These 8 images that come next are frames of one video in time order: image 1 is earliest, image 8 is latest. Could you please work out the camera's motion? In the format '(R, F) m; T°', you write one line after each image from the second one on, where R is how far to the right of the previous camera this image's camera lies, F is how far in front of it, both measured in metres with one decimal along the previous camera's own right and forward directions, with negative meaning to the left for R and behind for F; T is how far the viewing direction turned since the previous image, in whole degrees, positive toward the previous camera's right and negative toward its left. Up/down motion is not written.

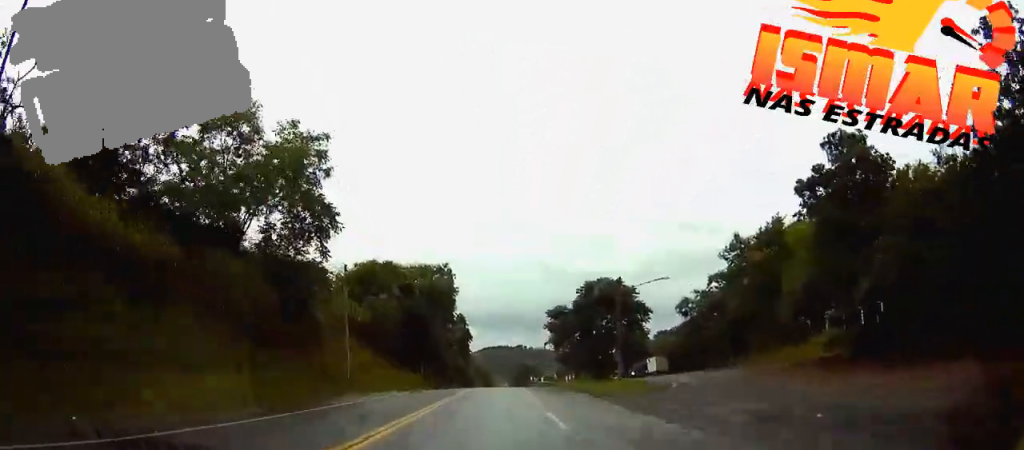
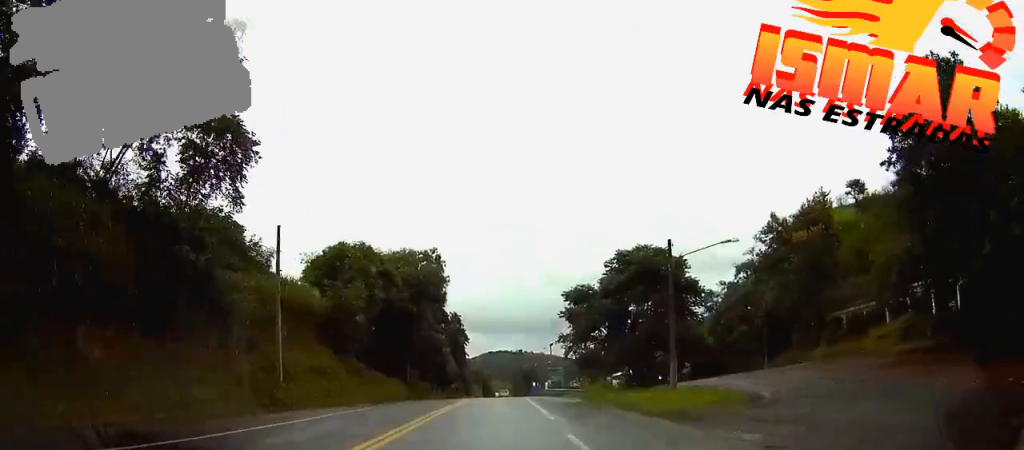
(-0.4, +13.6) m; 0°
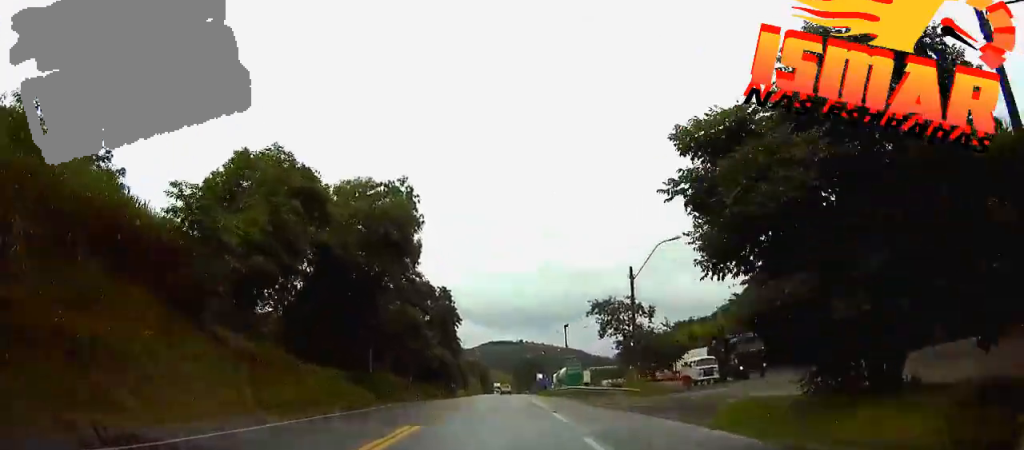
(+0.4, +24.9) m; +1°
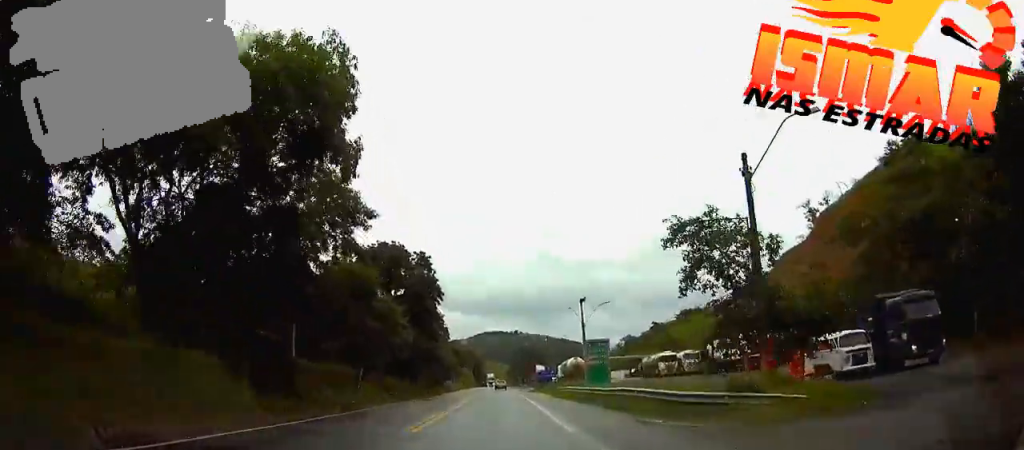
(+0.1, +20.8) m; +1°
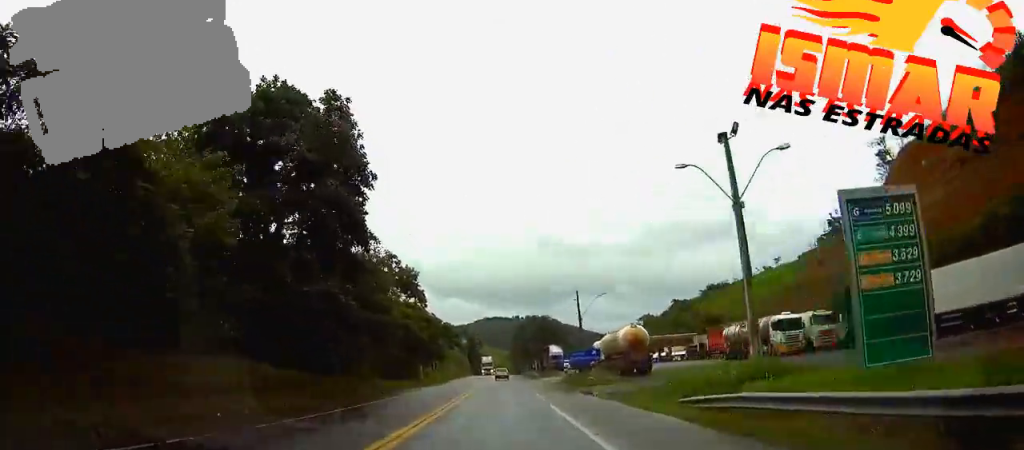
(+1.0, +41.3) m; +1°
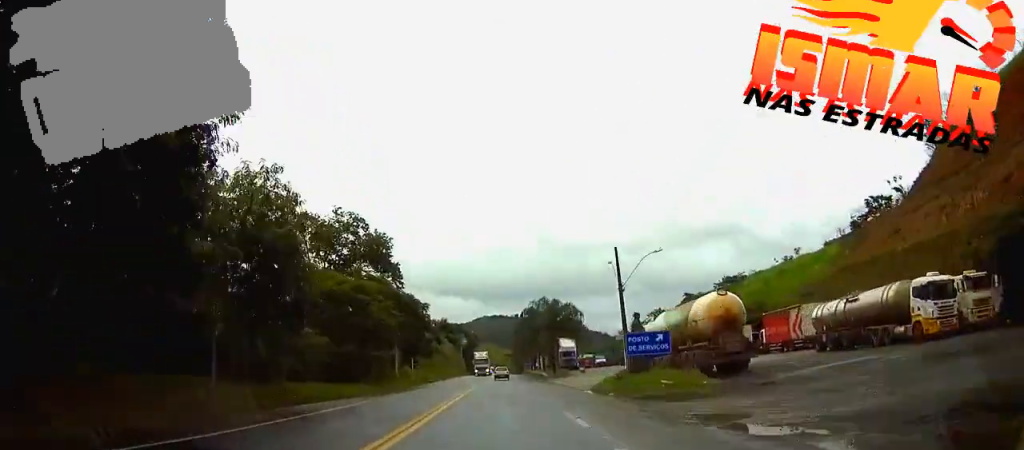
(0.0, +21.6) m; 0°
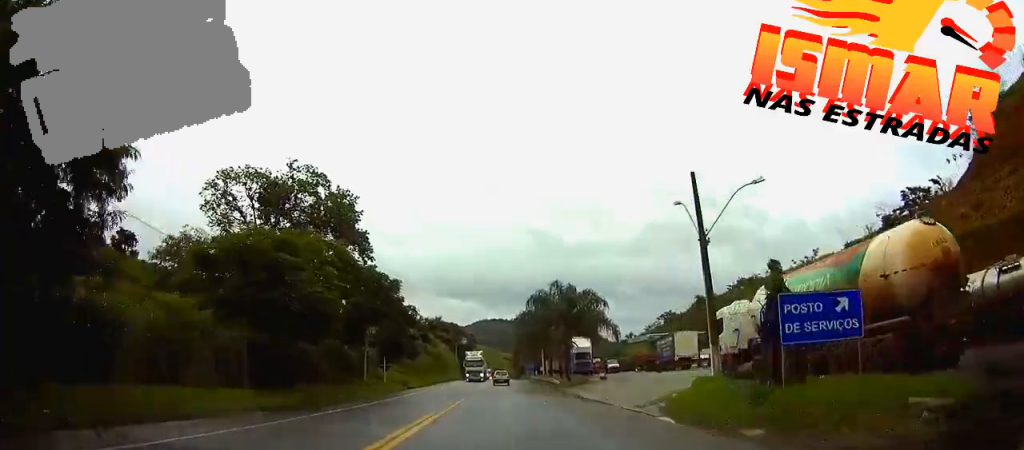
(0.0, +16.7) m; 0°
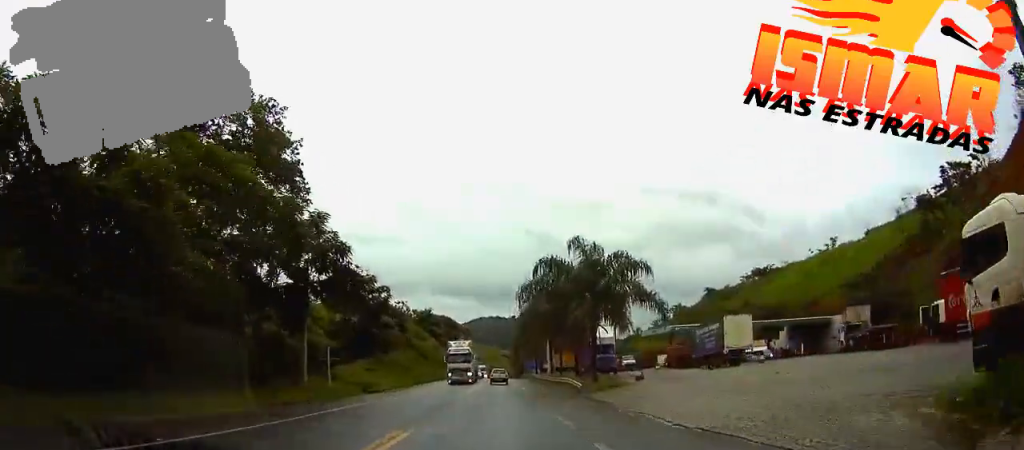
(-0.1, +17.4) m; 0°
